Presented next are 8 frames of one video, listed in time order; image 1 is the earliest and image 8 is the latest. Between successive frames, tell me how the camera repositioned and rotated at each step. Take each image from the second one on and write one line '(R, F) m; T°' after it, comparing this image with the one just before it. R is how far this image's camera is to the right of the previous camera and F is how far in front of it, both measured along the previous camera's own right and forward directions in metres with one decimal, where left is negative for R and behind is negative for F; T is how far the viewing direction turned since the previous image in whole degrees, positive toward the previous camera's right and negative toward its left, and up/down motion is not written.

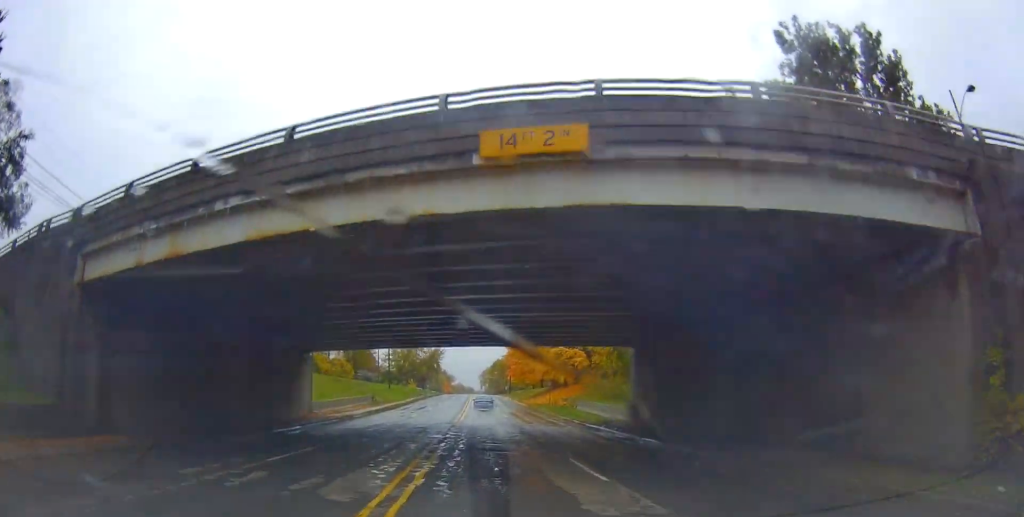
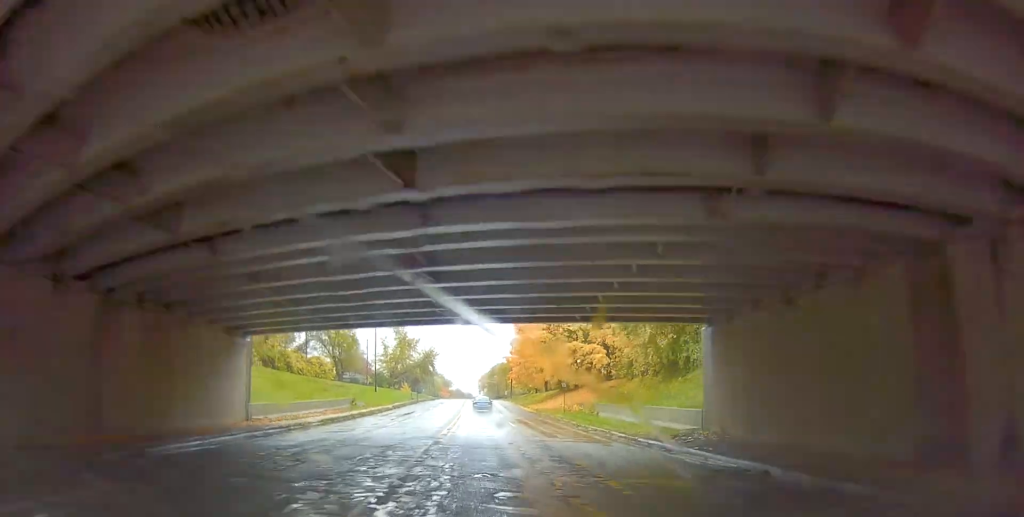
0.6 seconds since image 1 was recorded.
(+0.3, +11.0) m; 0°
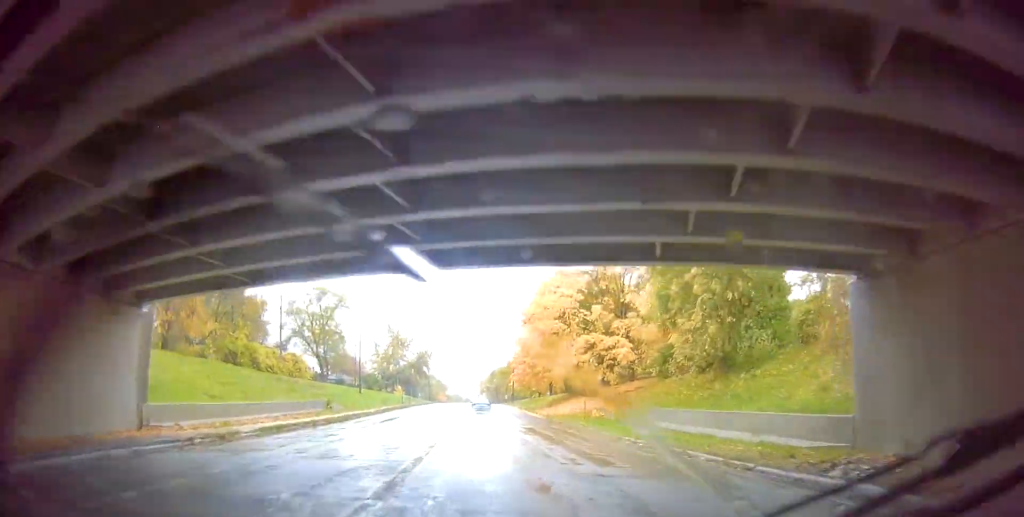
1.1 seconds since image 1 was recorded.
(-0.4, +9.8) m; -1°
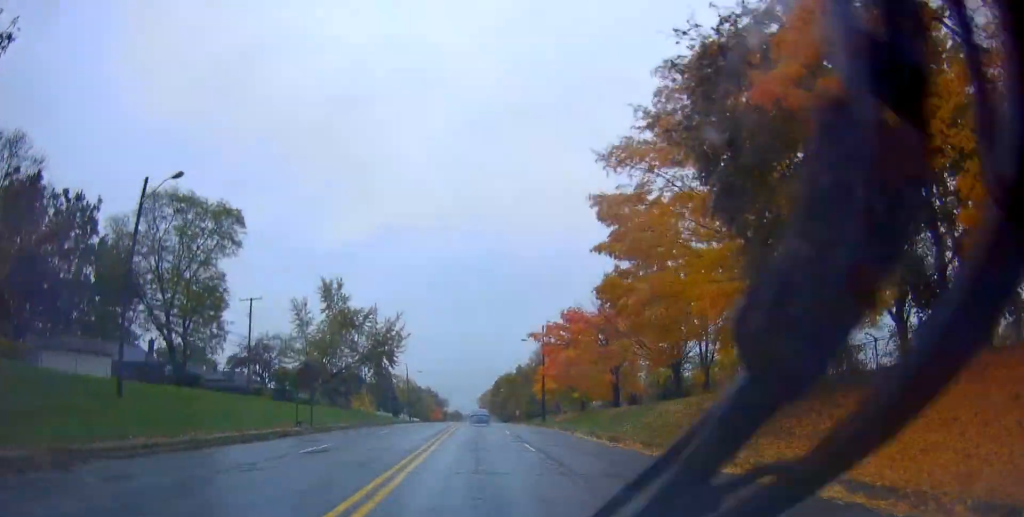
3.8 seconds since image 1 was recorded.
(+0.3, +48.3) m; 0°
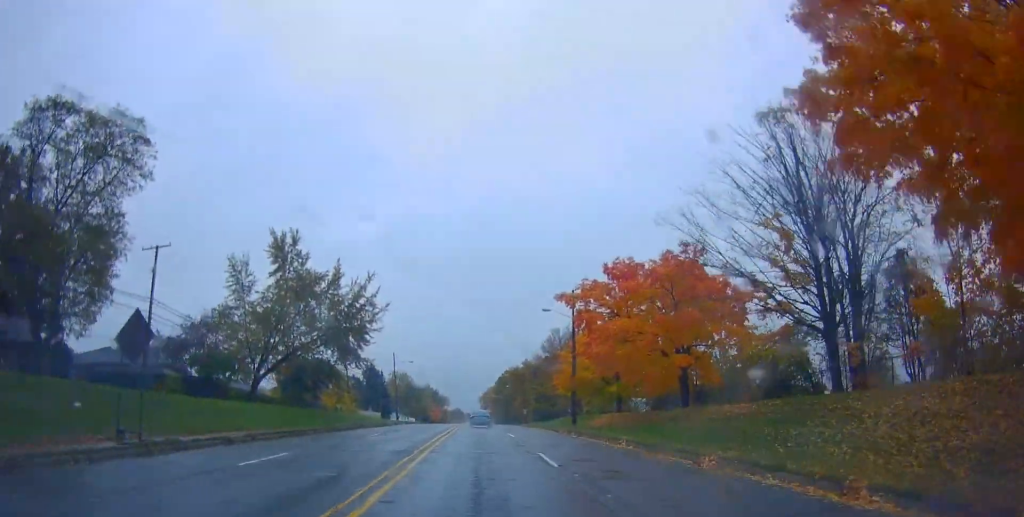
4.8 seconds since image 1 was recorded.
(-0.4, +18.5) m; -2°
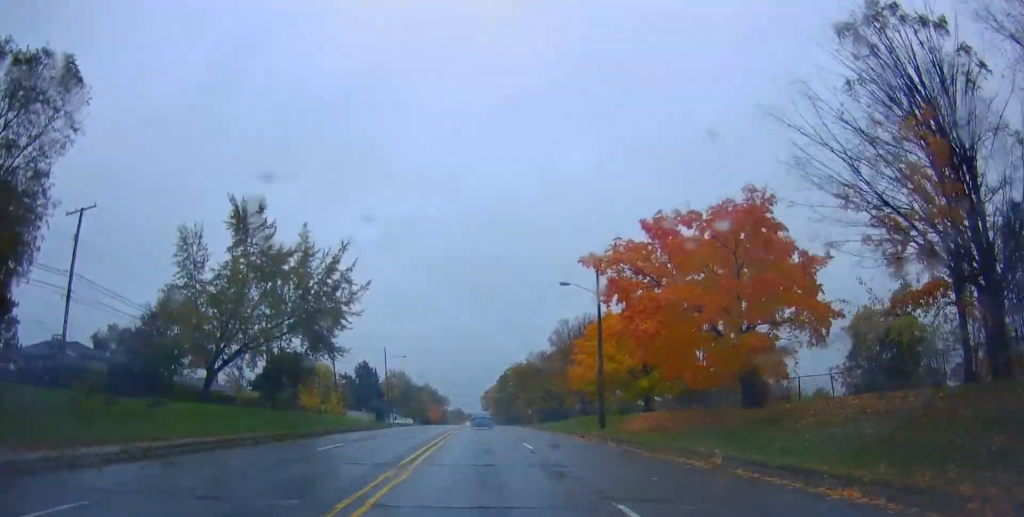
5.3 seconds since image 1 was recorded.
(-0.3, +9.3) m; 0°
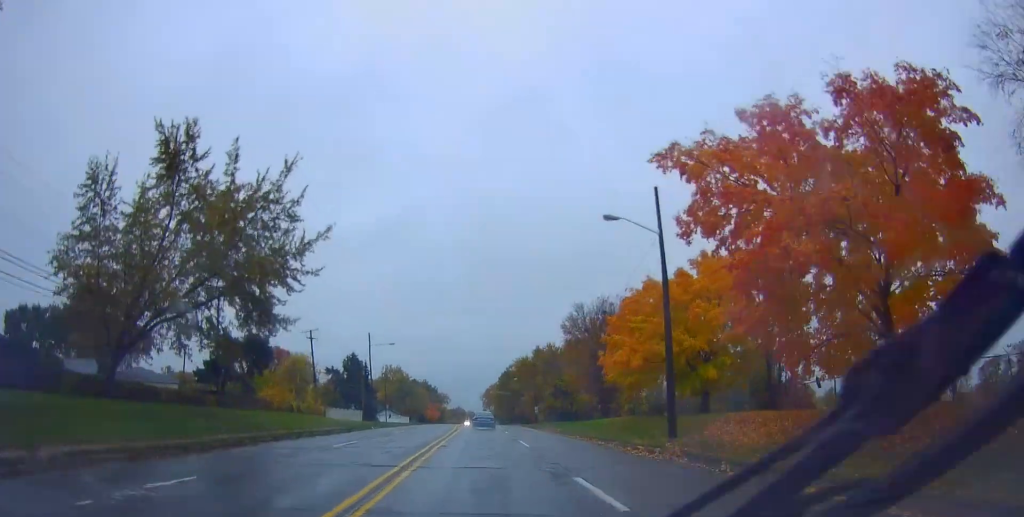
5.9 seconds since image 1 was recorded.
(+0.2, +12.4) m; +1°
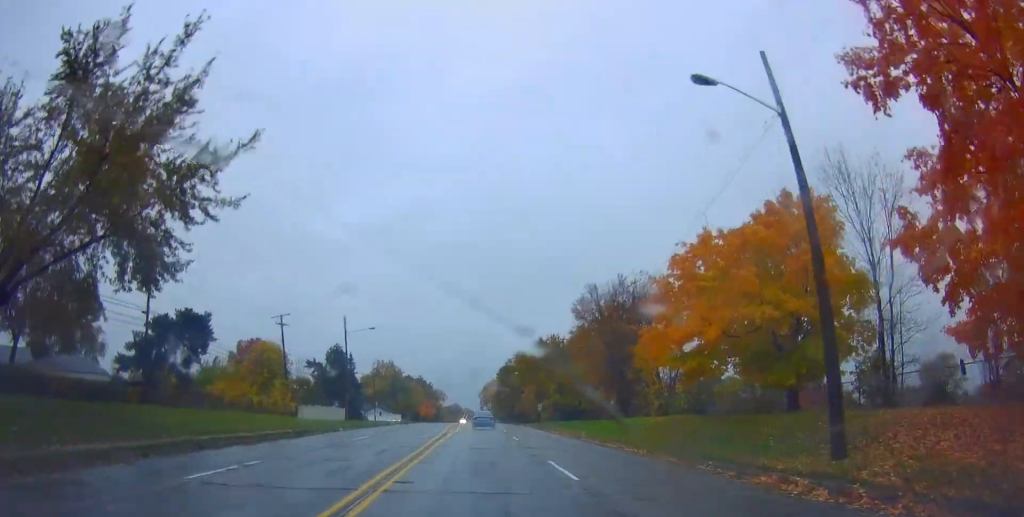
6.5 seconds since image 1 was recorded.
(+0.1, +11.1) m; +2°
